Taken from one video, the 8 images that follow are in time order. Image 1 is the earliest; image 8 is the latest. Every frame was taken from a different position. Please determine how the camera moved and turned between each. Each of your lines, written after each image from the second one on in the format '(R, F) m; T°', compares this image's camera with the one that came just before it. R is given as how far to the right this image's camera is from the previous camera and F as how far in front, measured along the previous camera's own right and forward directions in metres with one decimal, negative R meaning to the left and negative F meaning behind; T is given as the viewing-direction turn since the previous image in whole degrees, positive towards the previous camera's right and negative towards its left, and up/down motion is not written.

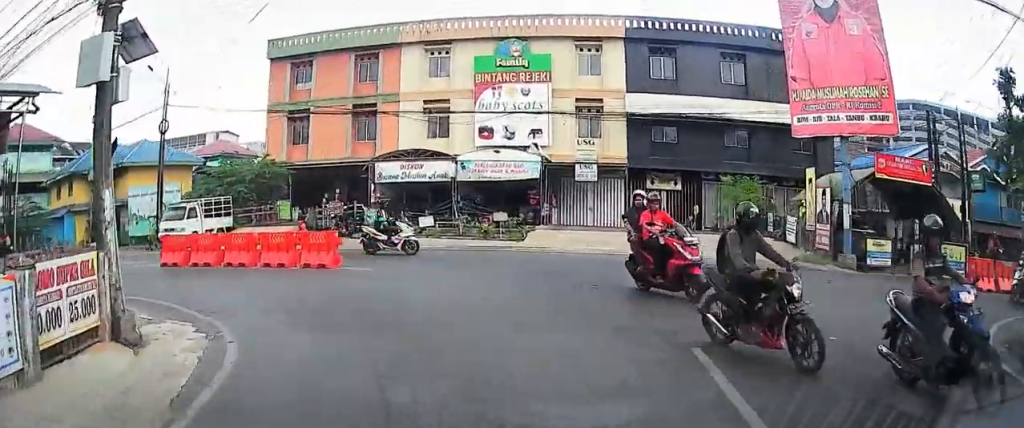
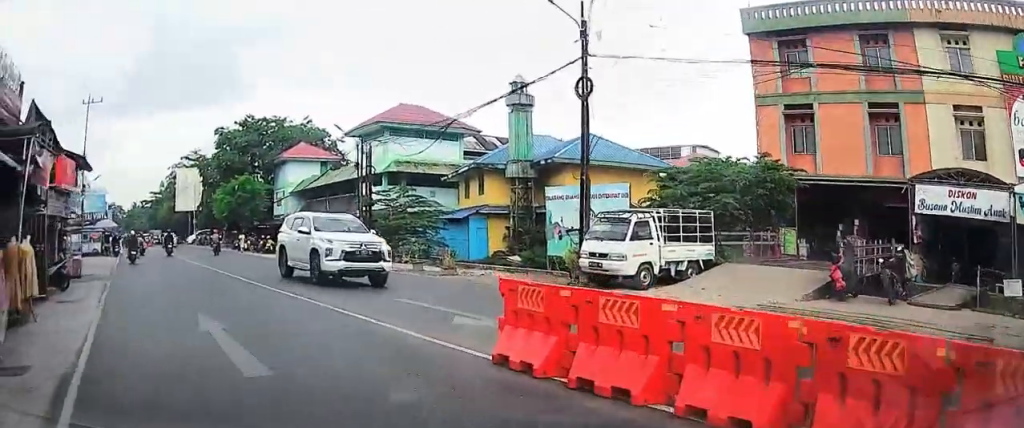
(-2.8, +16.9) m; -39°
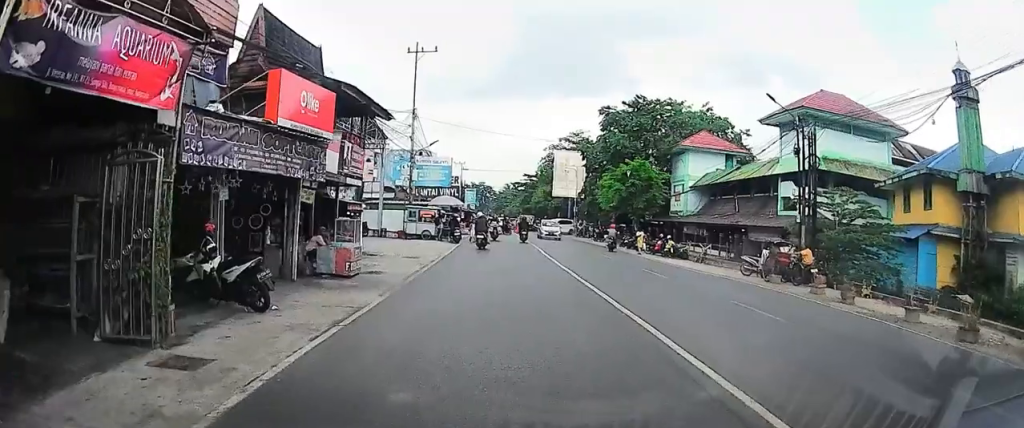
(-4.6, +9.8) m; -25°
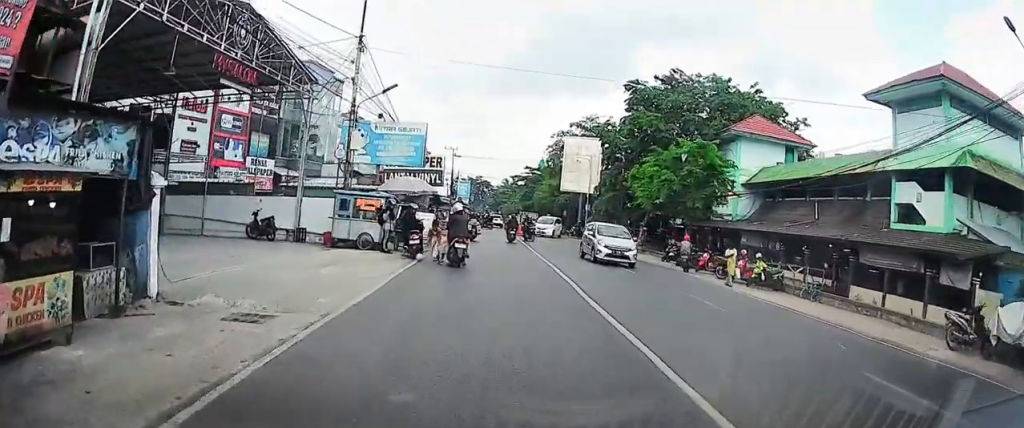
(0.0, +11.4) m; -3°
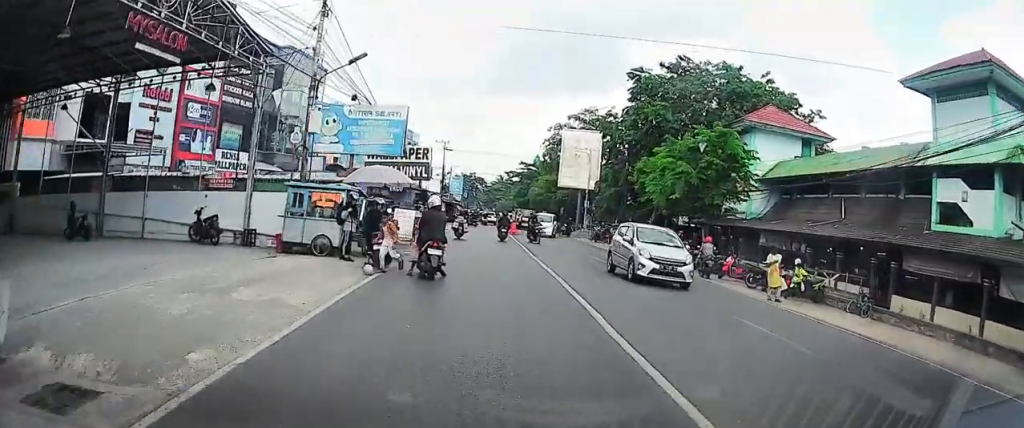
(-0.1, +2.8) m; -4°
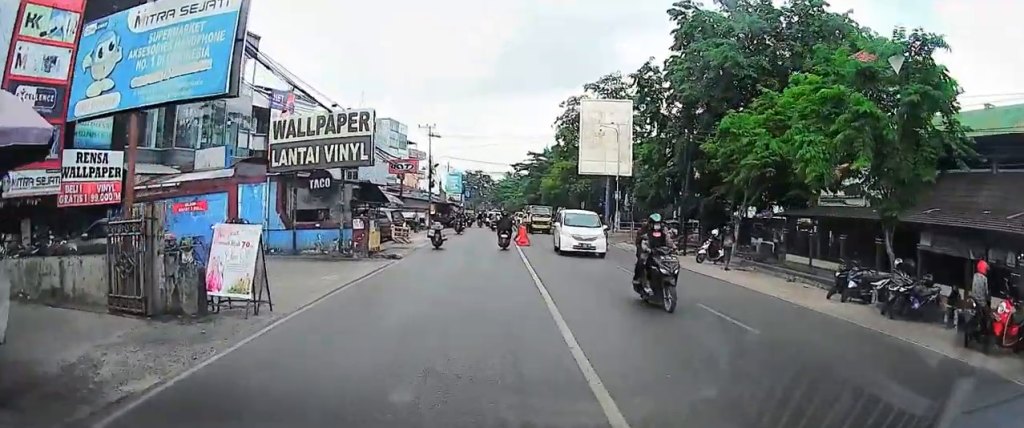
(-1.6, +12.2) m; -15°
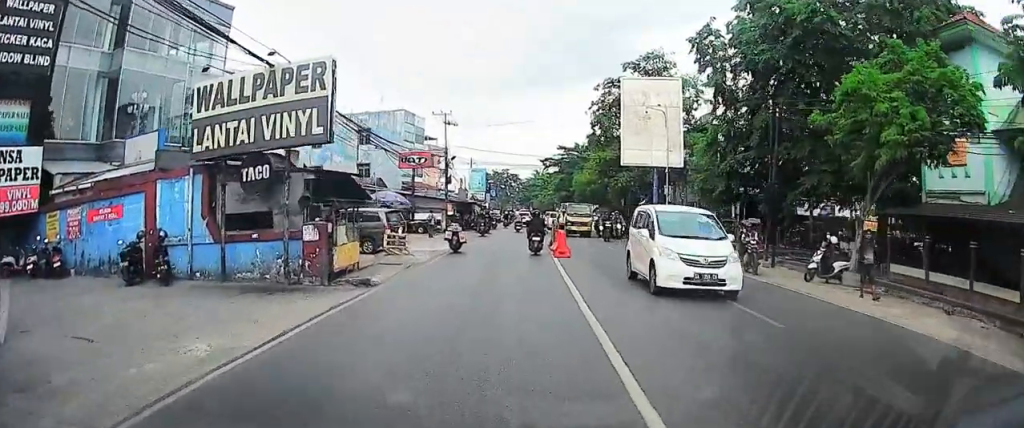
(-0.4, +7.7) m; -2°
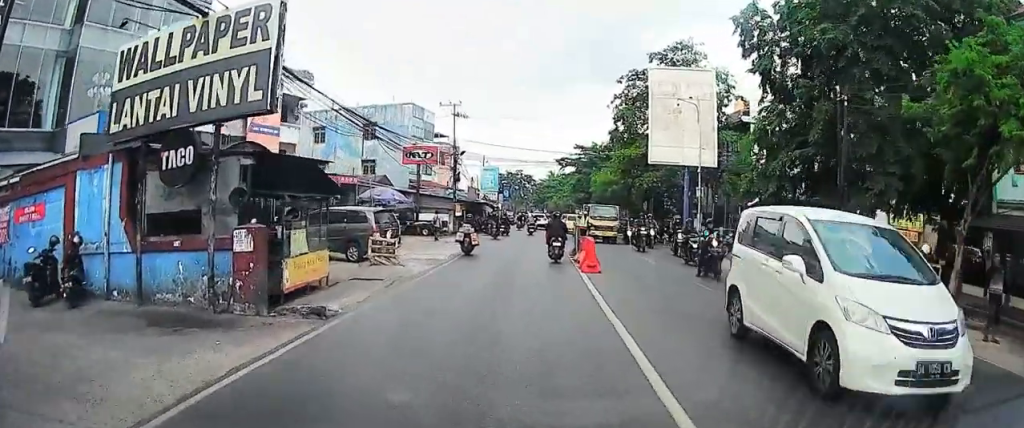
(-0.1, +4.5) m; -1°
